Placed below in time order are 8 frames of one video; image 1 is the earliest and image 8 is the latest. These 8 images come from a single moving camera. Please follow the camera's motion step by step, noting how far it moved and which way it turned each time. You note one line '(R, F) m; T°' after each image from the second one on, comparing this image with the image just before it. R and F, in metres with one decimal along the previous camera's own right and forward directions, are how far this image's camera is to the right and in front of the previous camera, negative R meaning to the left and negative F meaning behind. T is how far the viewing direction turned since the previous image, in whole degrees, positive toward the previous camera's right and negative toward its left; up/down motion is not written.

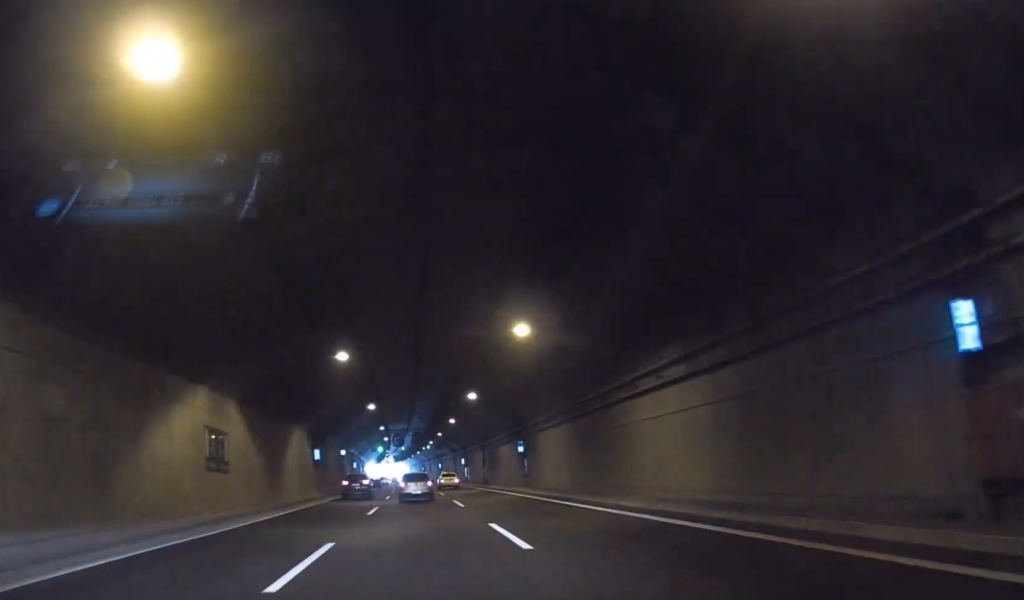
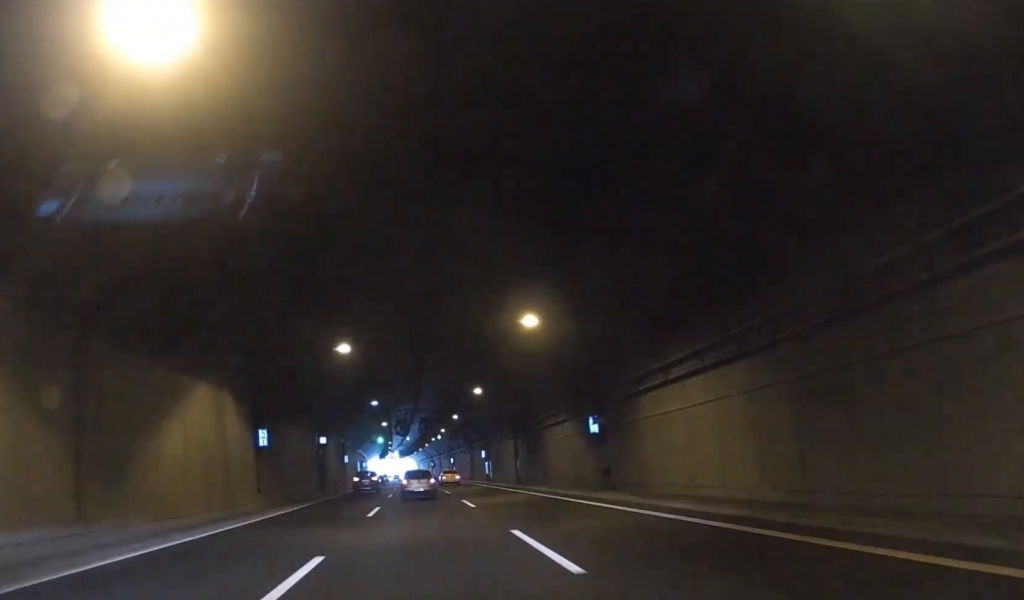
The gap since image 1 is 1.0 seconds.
(0.0, +21.4) m; 0°
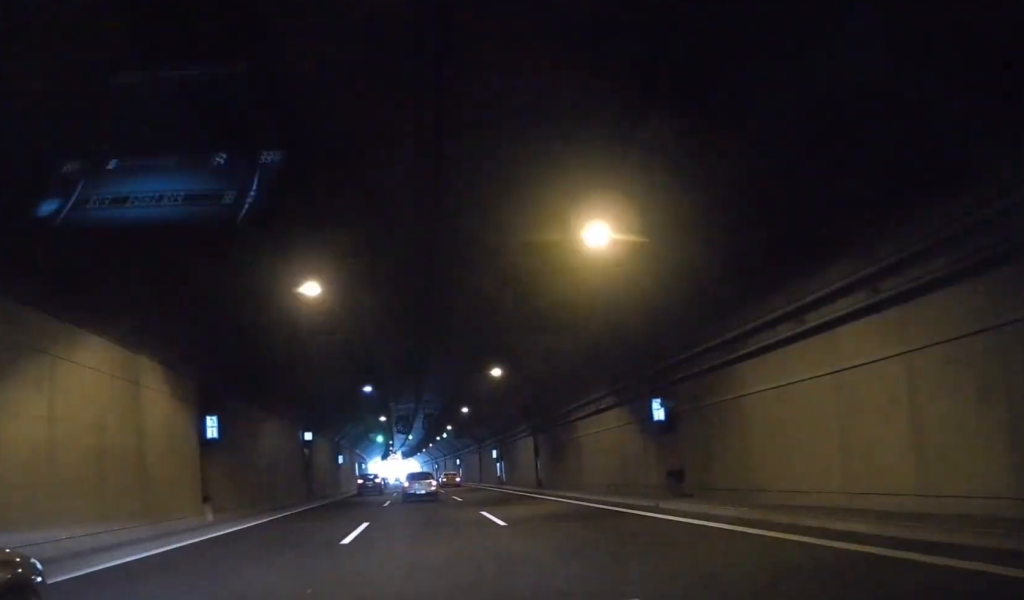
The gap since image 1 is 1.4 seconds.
(0.0, +9.1) m; 0°
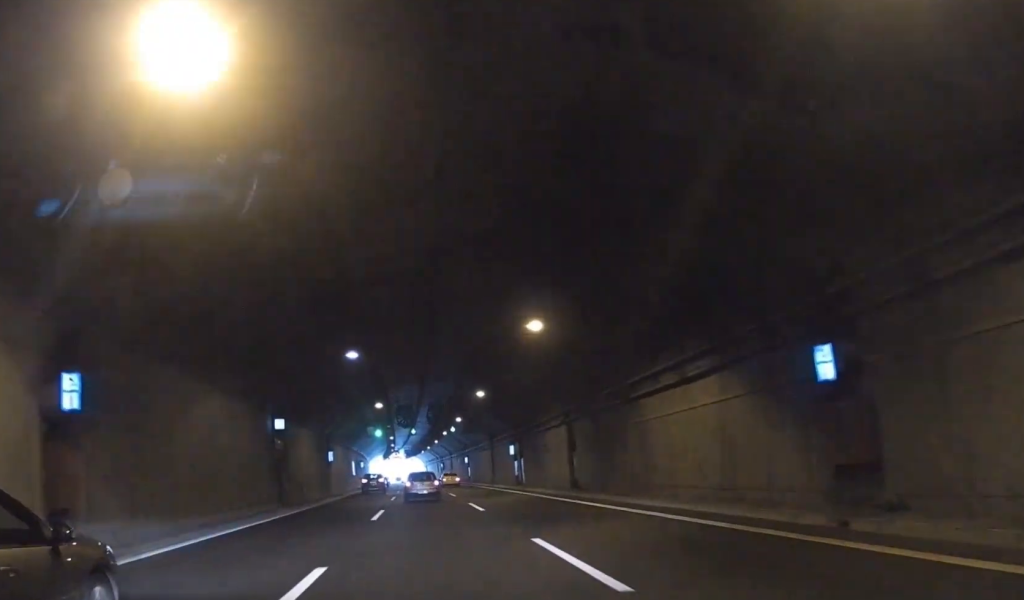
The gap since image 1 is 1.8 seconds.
(0.0, +10.6) m; 0°
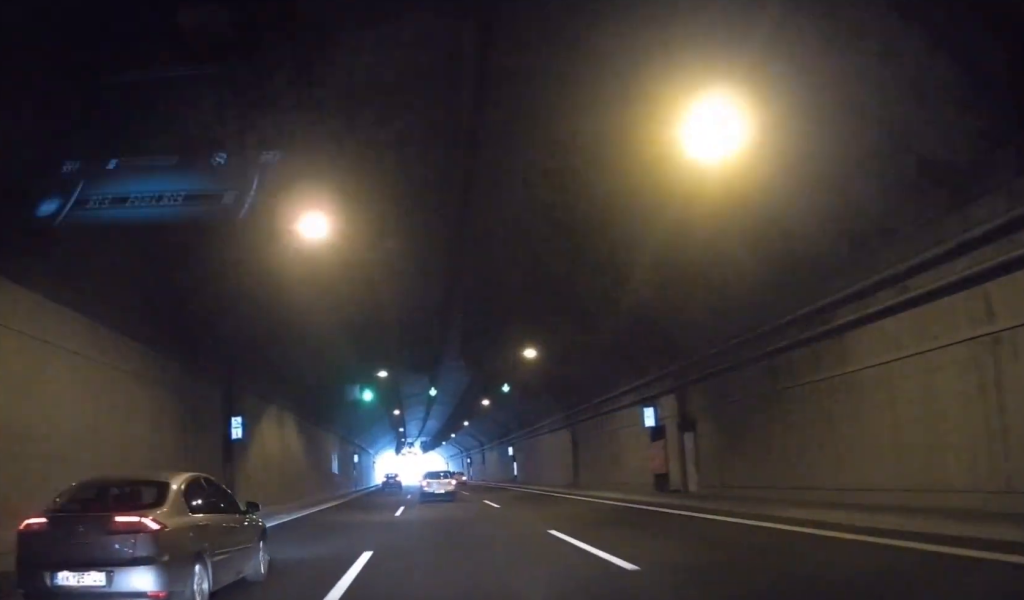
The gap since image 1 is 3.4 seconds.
(-0.3, +35.7) m; -3°
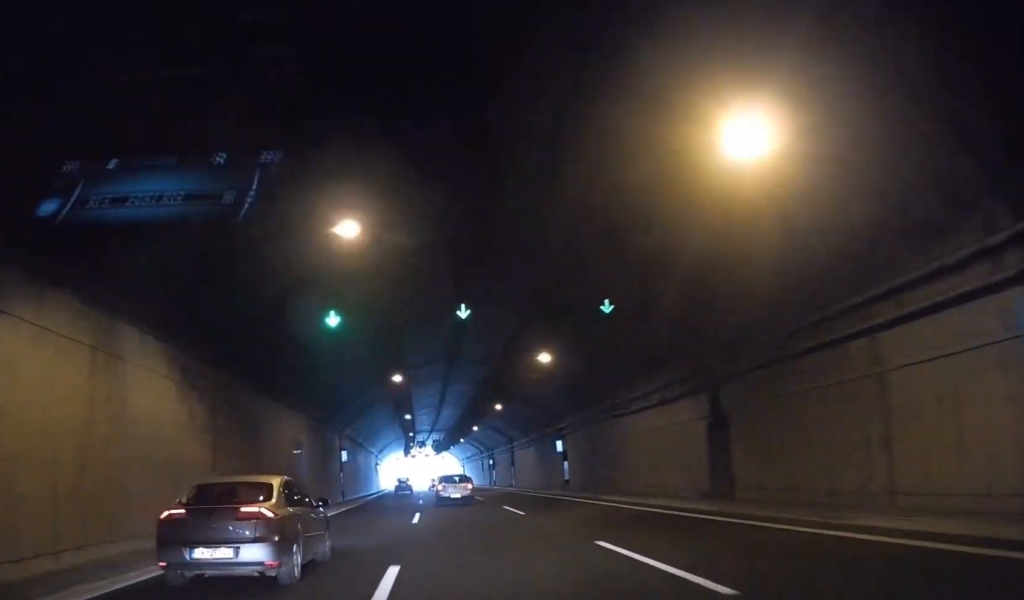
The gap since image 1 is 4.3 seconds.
(-0.7, +21.1) m; -3°
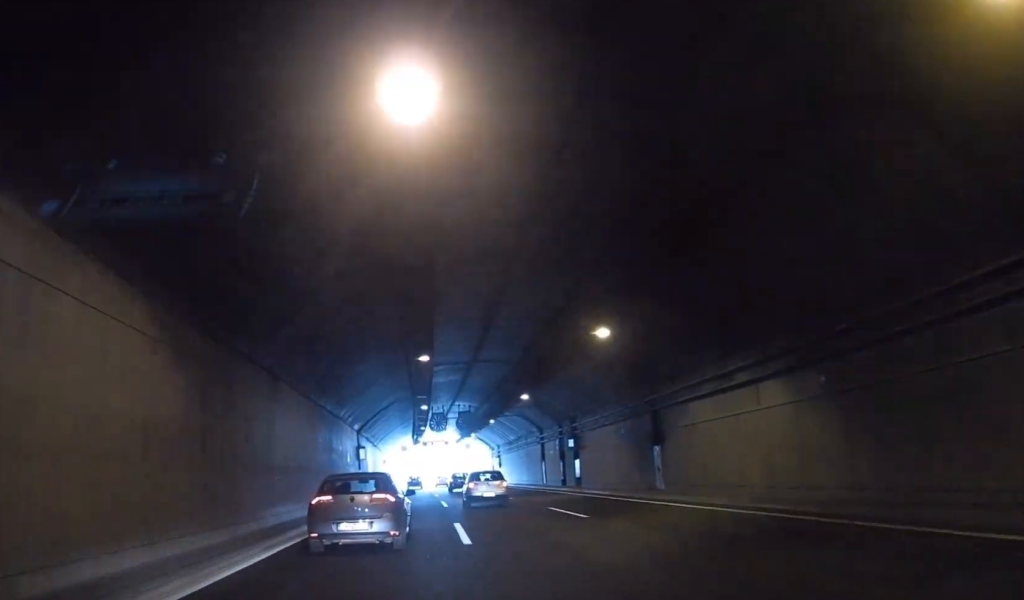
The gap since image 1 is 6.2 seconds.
(-0.9, +45.7) m; -1°
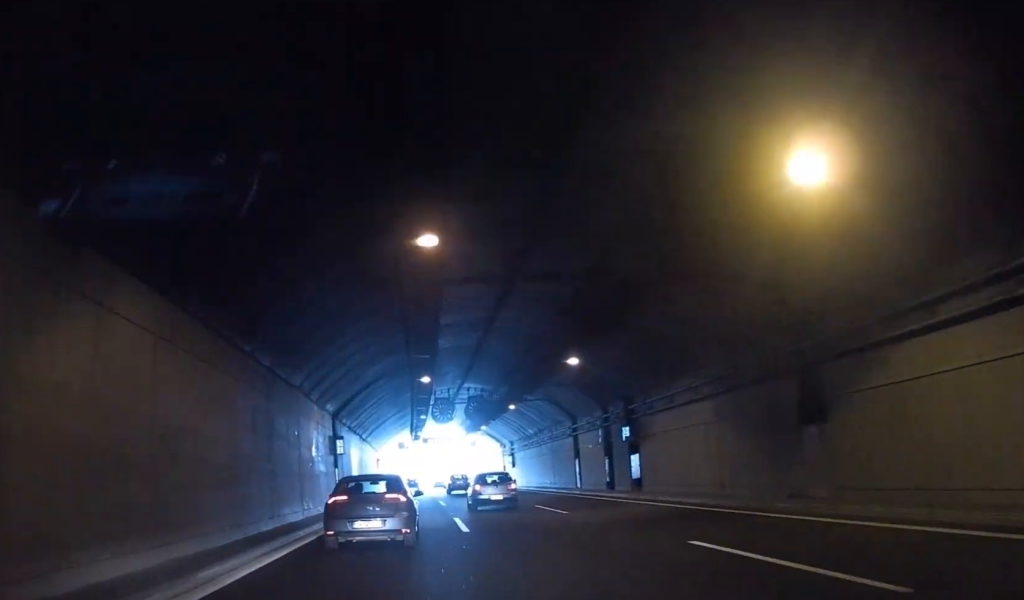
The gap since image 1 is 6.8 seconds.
(0.0, +13.4) m; 0°
